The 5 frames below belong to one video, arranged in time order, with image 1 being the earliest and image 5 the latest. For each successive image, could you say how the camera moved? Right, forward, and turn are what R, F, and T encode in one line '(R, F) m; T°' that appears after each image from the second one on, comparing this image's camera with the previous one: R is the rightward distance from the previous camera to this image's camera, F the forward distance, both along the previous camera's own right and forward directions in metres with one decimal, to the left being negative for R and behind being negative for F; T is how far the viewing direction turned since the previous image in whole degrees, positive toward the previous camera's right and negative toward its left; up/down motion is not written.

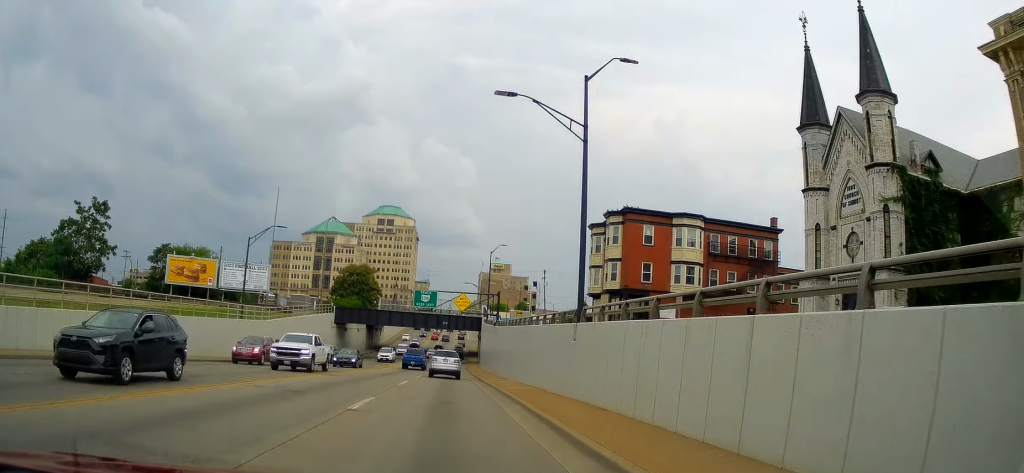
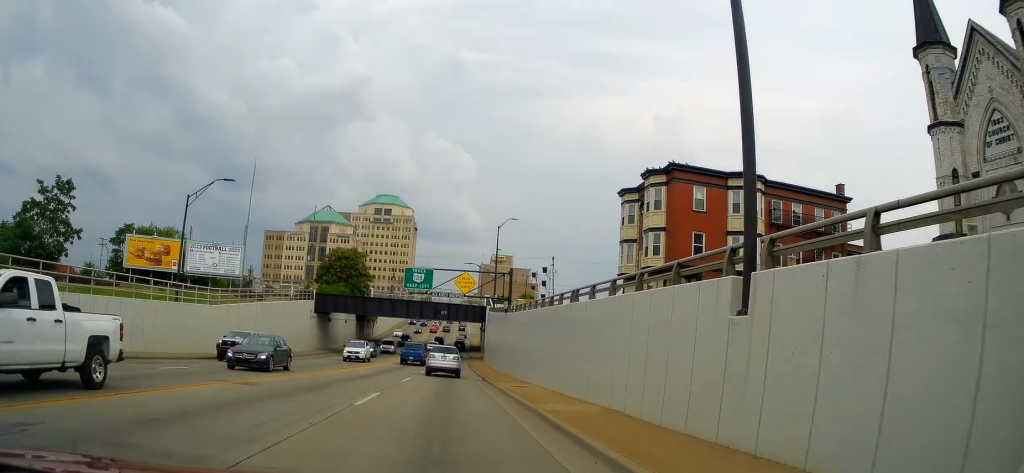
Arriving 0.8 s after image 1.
(+0.4, +11.7) m; -1°
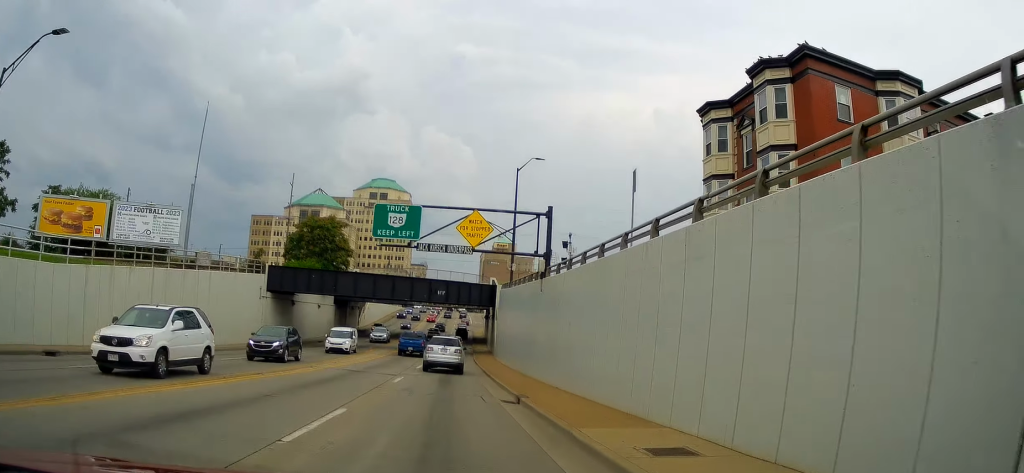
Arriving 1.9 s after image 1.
(-0.6, +17.7) m; +1°
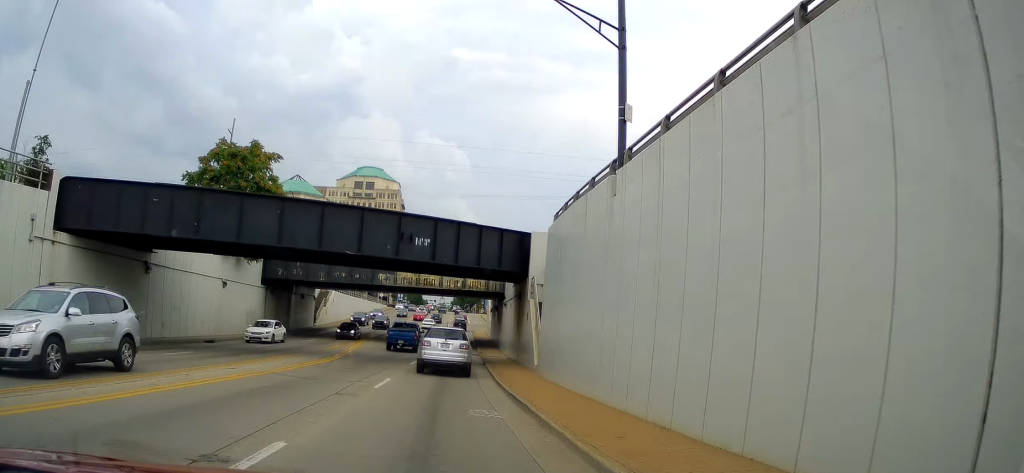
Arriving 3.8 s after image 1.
(+1.9, +28.4) m; +1°
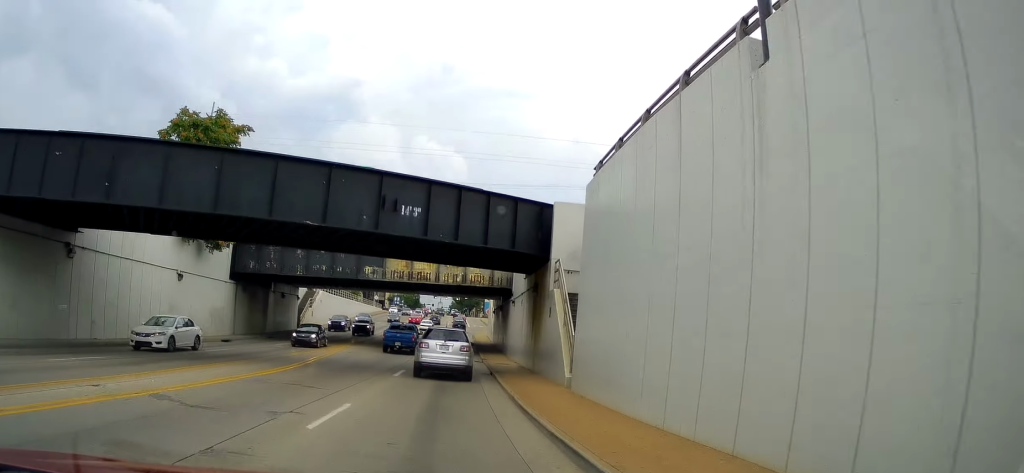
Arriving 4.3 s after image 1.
(-0.5, +7.4) m; -1°
